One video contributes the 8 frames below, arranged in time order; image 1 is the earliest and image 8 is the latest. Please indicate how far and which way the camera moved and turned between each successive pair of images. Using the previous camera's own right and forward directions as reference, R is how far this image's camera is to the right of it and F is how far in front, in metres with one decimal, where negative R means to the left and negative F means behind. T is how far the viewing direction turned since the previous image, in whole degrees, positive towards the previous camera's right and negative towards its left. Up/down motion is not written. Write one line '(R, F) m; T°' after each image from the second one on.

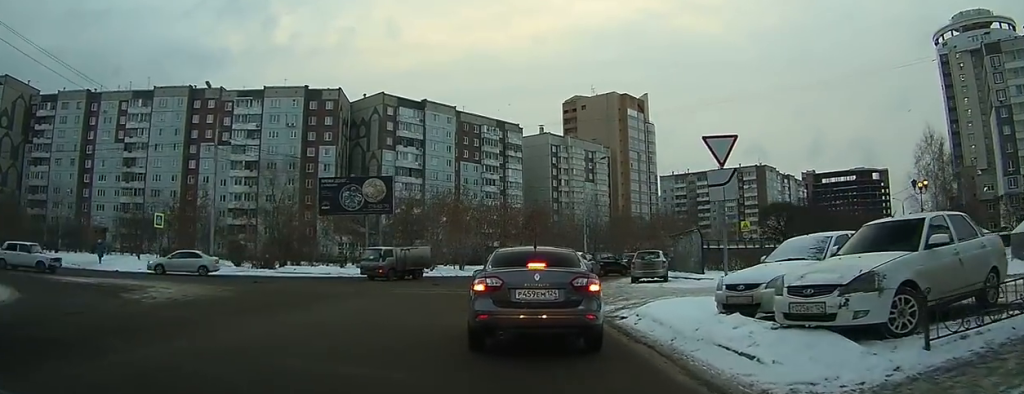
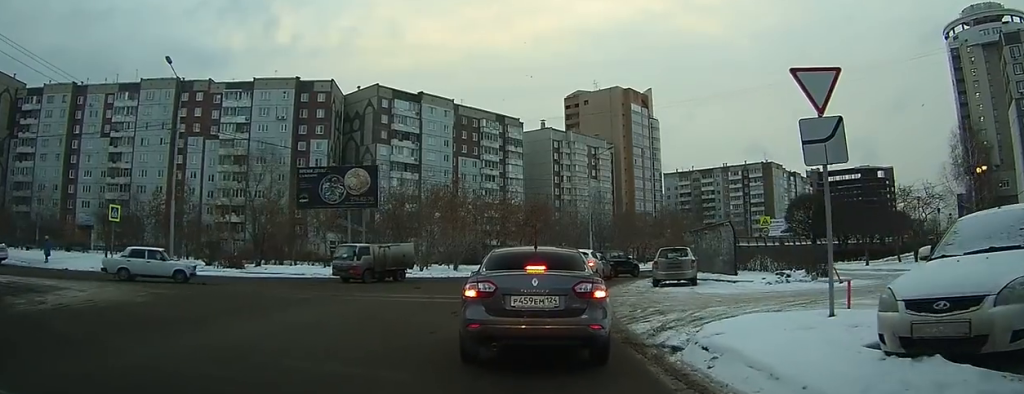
(+0.2, +5.2) m; +4°
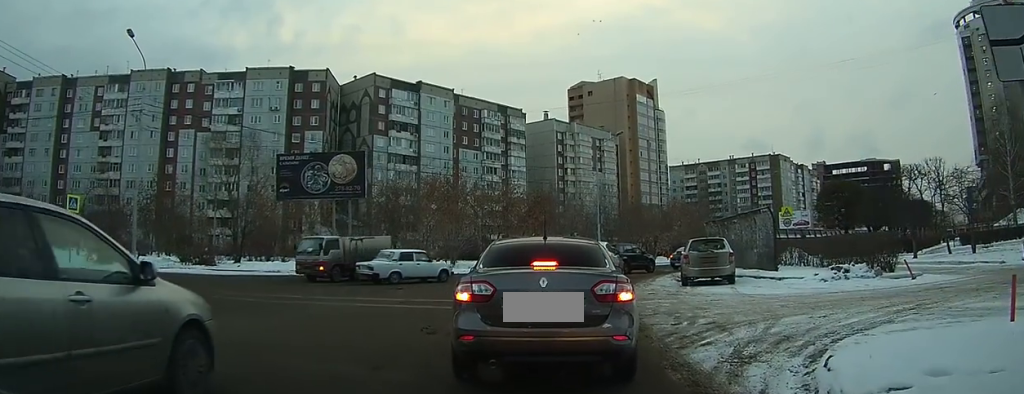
(+0.2, +6.0) m; +1°
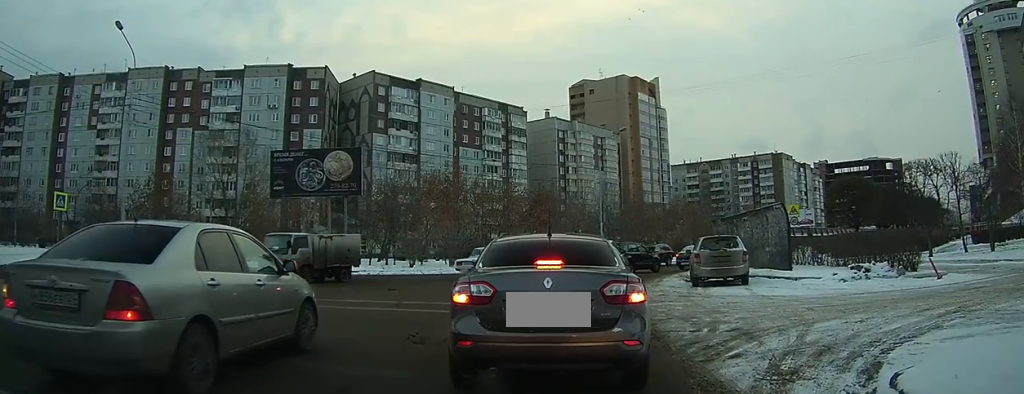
(0.0, +2.1) m; -4°
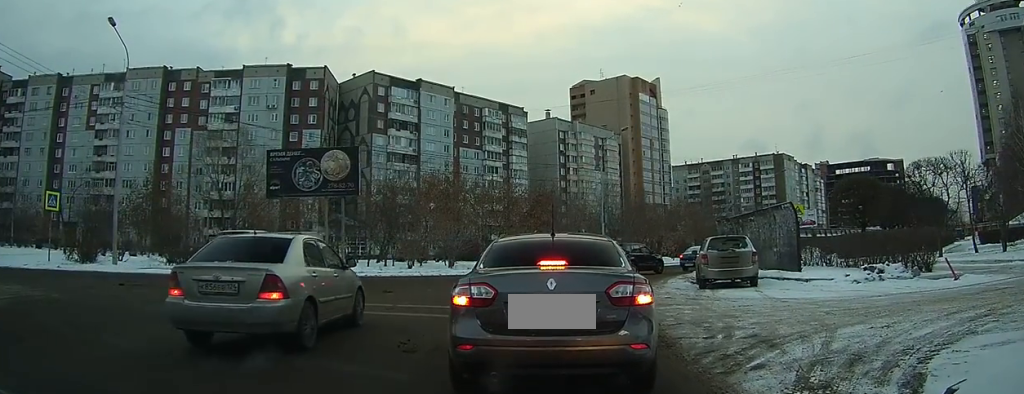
(-0.1, +1.8) m; -1°
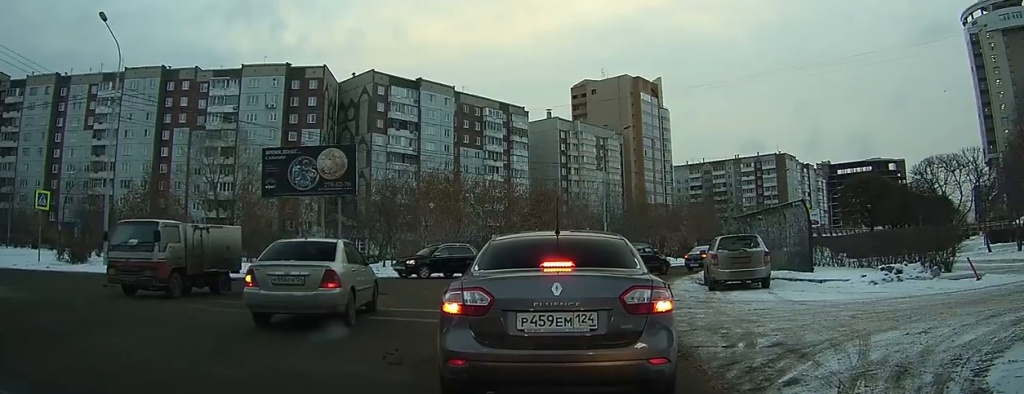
(+0.1, +1.7) m; +6°
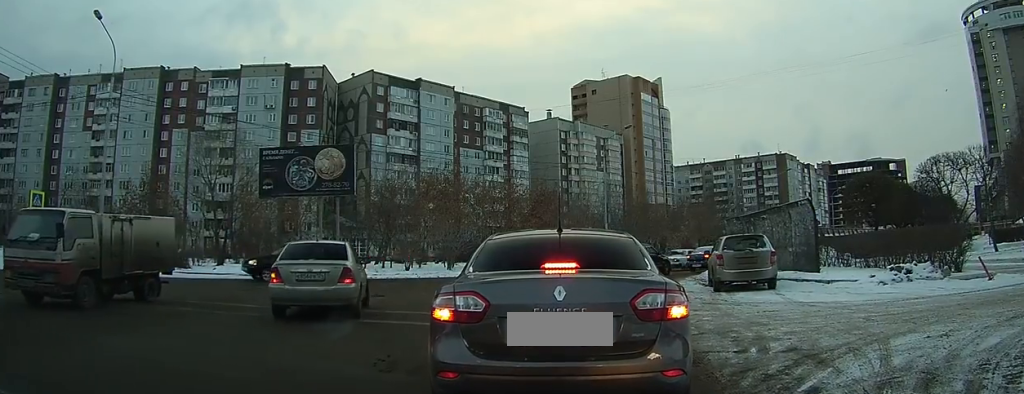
(0.0, +0.9) m; 0°
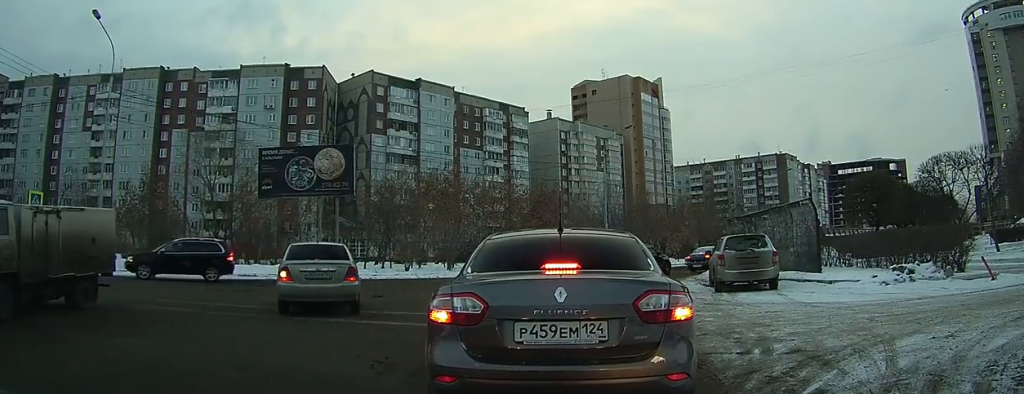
(-0.1, +0.5) m; 0°
